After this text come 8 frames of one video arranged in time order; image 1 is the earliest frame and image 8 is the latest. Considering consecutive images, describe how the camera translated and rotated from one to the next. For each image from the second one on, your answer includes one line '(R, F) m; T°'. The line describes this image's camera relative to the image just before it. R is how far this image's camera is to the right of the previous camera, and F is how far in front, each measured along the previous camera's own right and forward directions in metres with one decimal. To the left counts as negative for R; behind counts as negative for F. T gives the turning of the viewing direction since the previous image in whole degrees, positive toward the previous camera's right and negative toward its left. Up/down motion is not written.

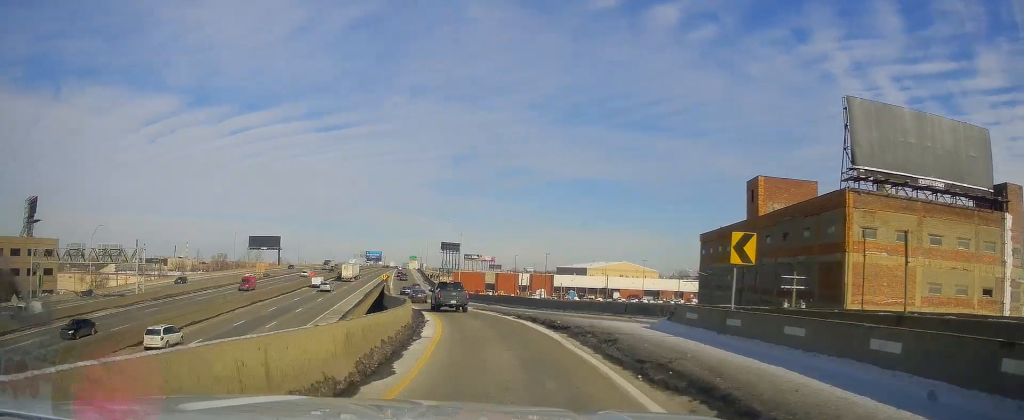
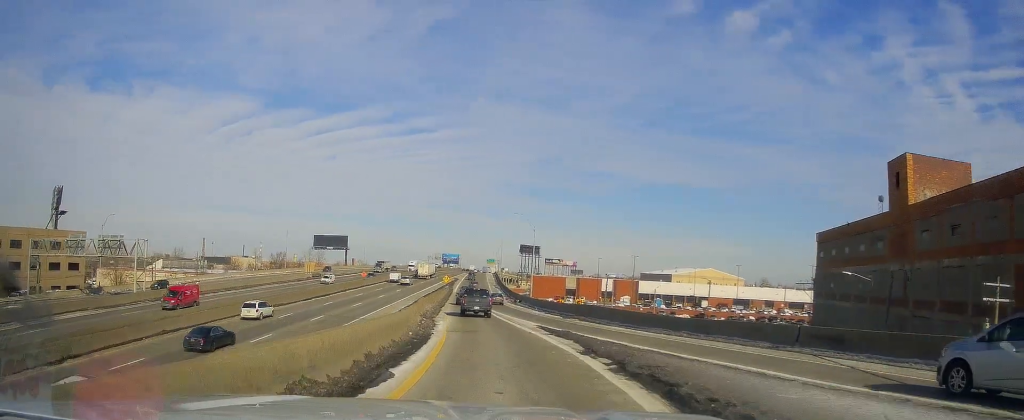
(-1.1, +16.8) m; -8°
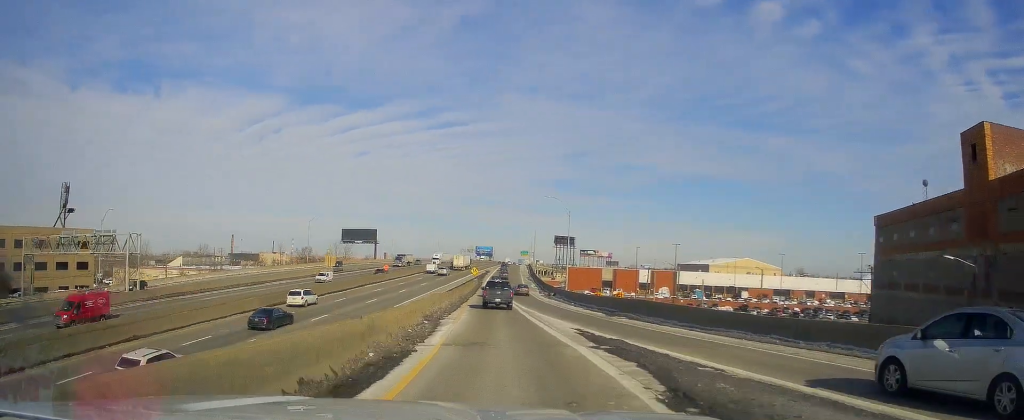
(-0.2, +7.6) m; -4°
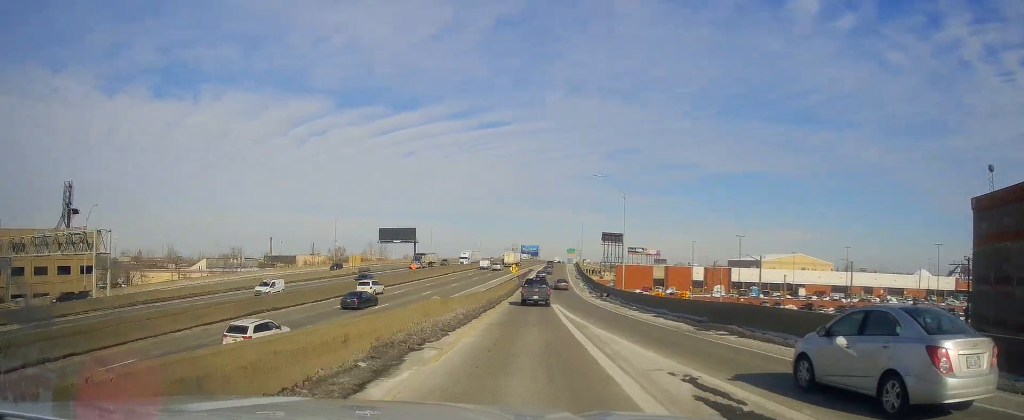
(-0.7, +12.6) m; -6°
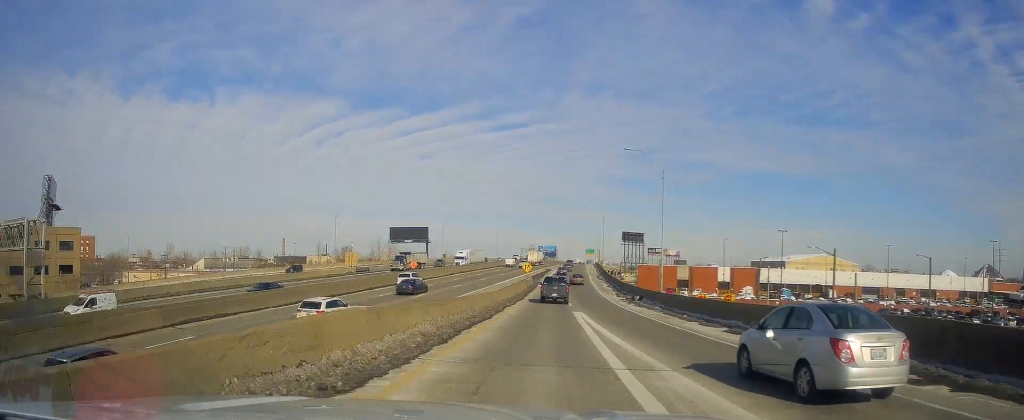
(-0.6, +11.8) m; -4°
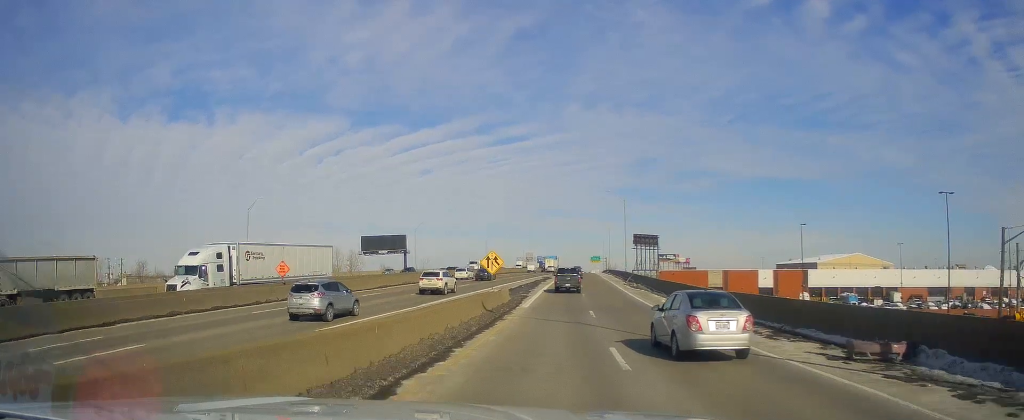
(-2.0, +40.8) m; -4°
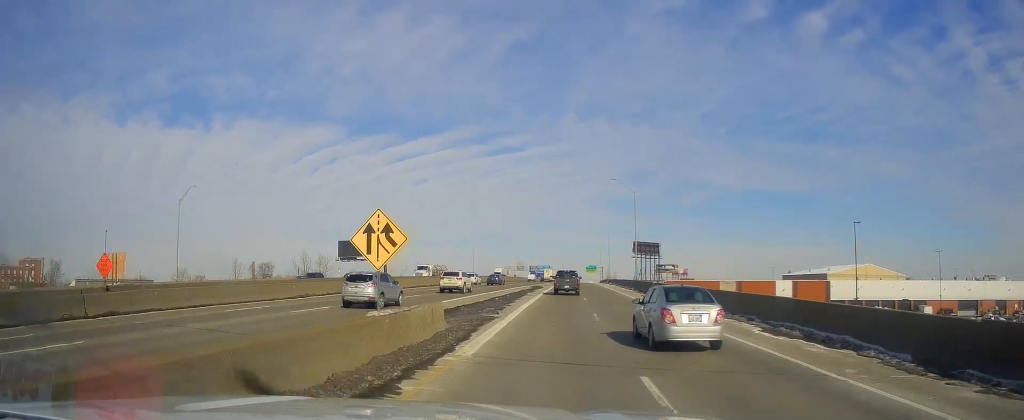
(0.0, +18.3) m; +2°
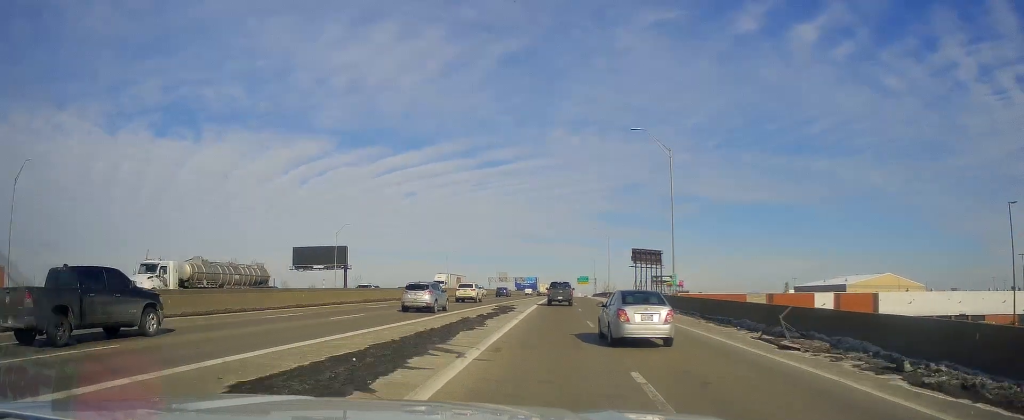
(+1.0, +31.1) m; +2°
